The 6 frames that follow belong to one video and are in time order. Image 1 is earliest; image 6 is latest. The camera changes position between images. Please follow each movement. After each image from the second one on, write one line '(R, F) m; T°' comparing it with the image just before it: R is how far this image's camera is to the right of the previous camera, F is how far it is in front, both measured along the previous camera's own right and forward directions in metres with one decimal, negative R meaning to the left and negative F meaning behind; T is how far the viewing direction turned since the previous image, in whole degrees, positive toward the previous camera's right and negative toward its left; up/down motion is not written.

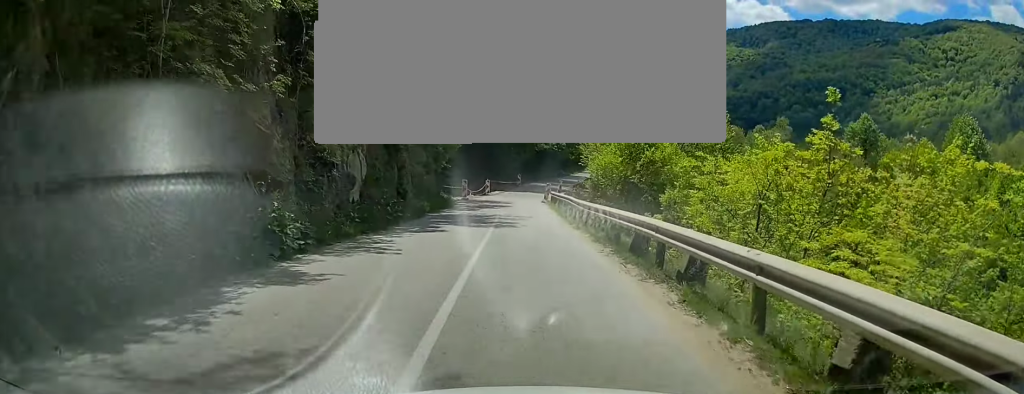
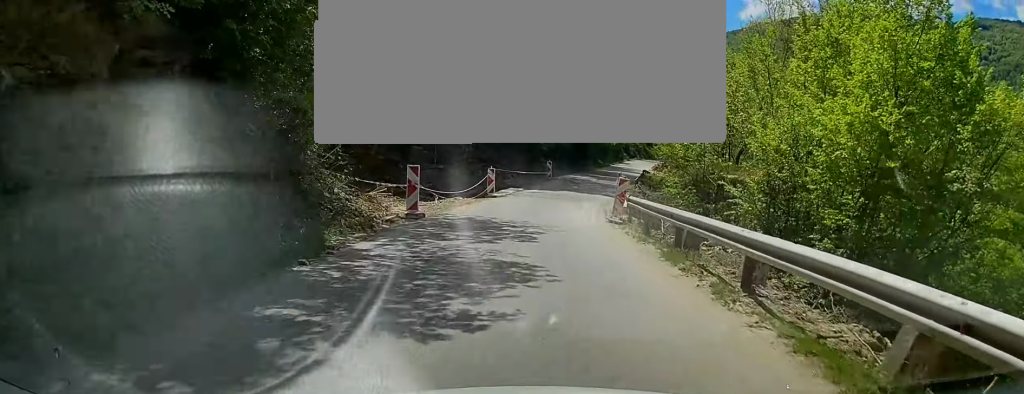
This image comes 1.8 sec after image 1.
(+0.1, +23.4) m; 0°
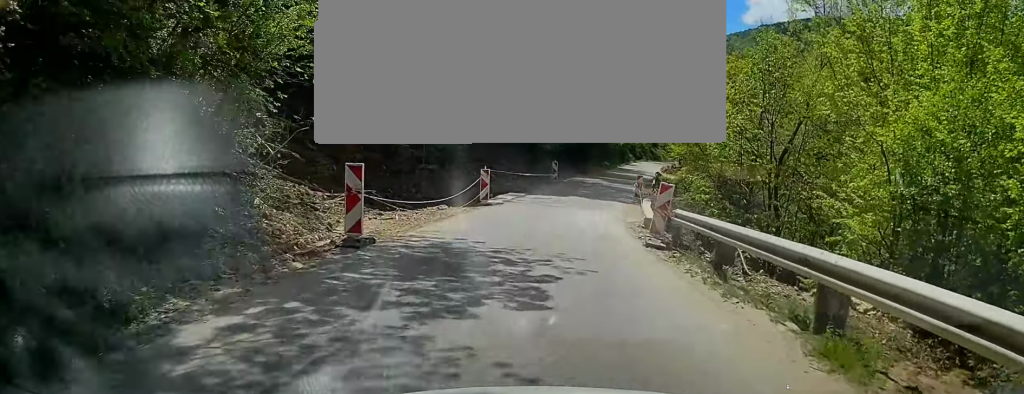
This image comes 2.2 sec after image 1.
(0.0, +5.2) m; +1°
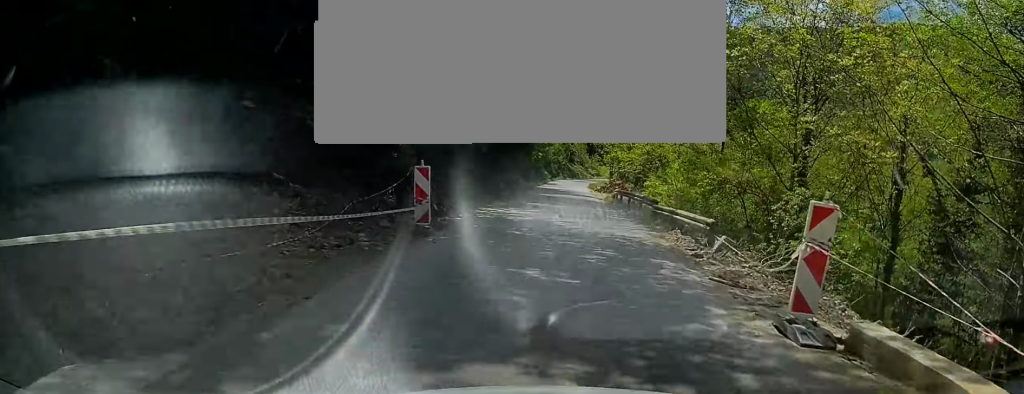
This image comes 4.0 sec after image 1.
(+1.6, +23.8) m; +9°
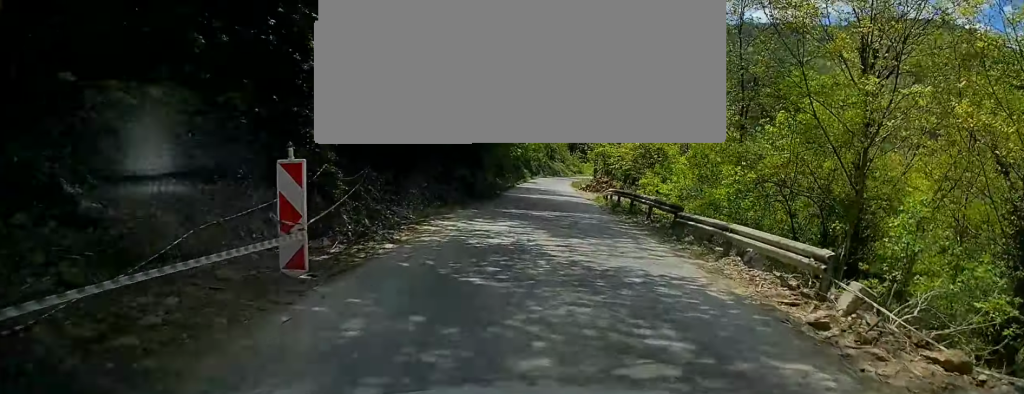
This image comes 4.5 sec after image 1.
(+0.1, +6.0) m; +1°
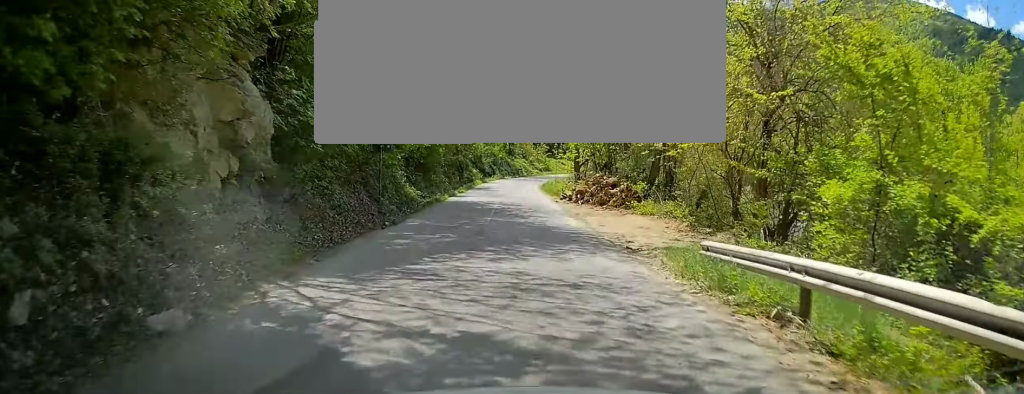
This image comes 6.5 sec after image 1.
(+1.3, +28.9) m; +4°
